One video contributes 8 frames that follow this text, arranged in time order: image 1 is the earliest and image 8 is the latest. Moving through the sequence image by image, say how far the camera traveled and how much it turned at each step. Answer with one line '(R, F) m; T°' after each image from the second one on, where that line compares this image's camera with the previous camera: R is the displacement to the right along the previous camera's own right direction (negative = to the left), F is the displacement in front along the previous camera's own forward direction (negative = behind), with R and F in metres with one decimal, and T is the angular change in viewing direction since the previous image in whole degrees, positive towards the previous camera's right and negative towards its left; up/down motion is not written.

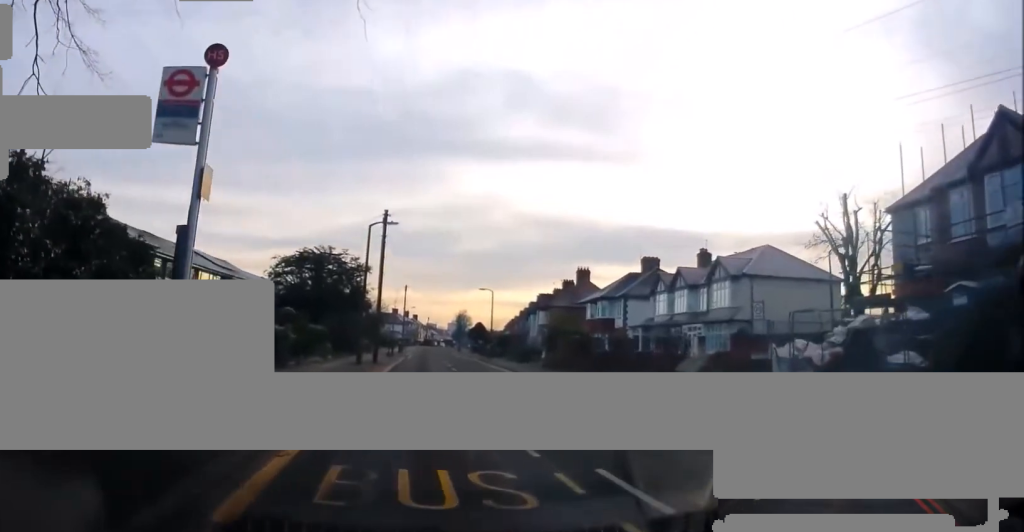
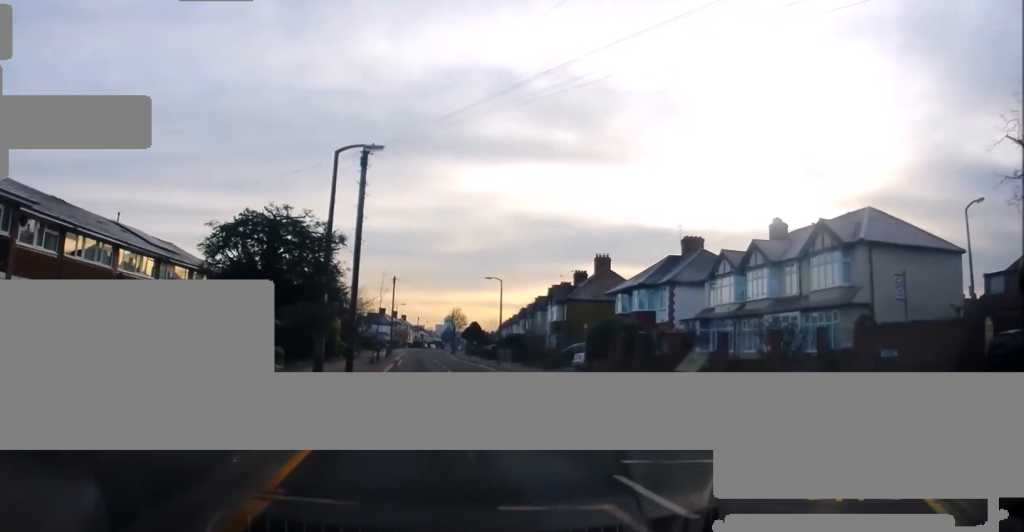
(-0.1, +11.1) m; -1°
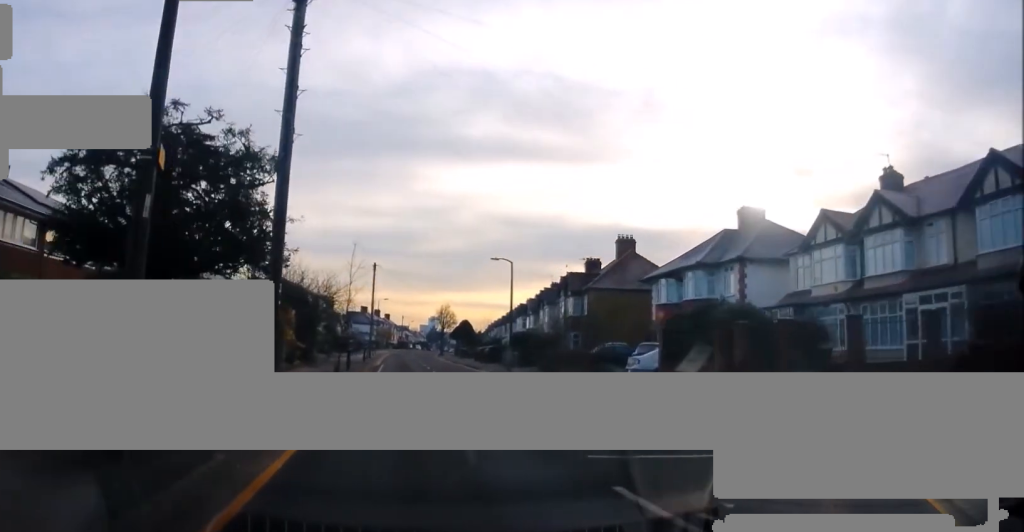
(+0.3, +11.3) m; +4°
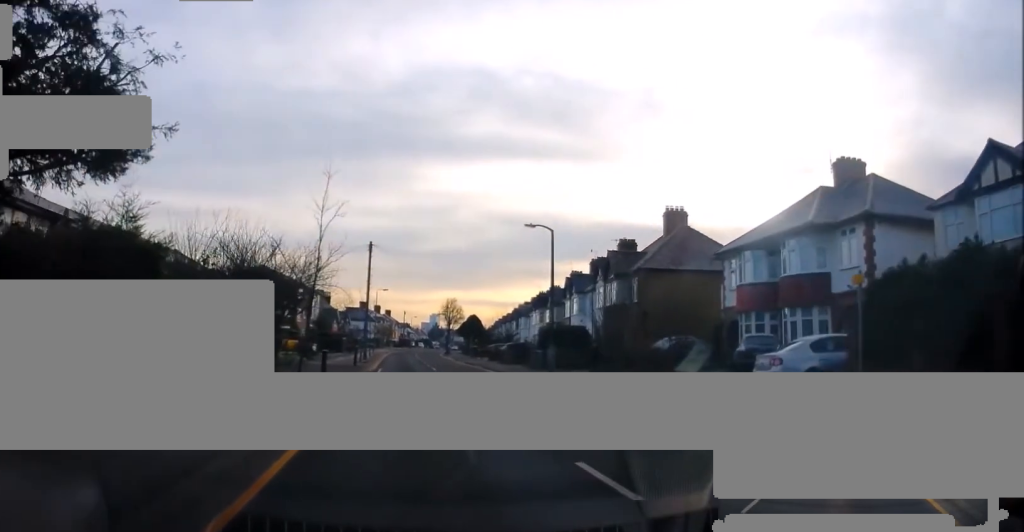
(+0.2, +9.8) m; +1°
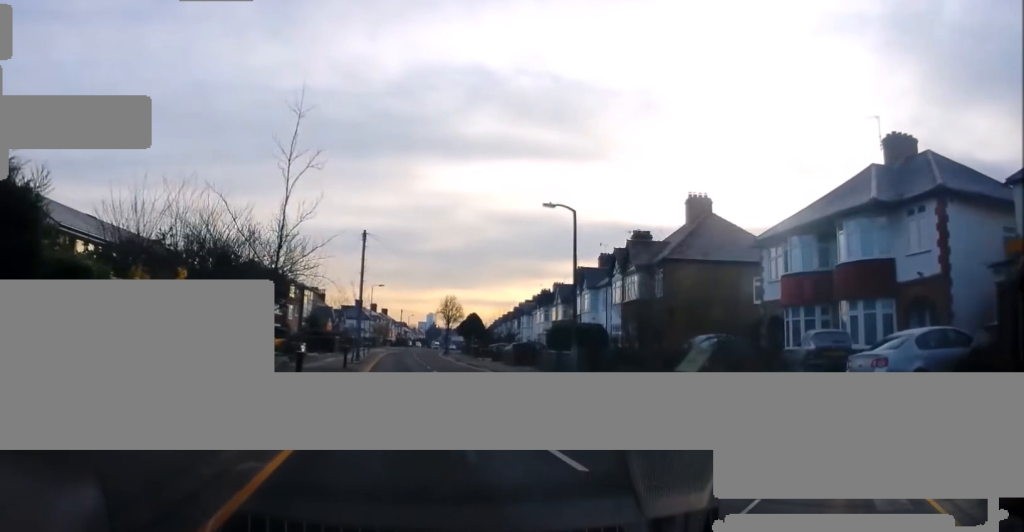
(0.0, +4.3) m; 0°
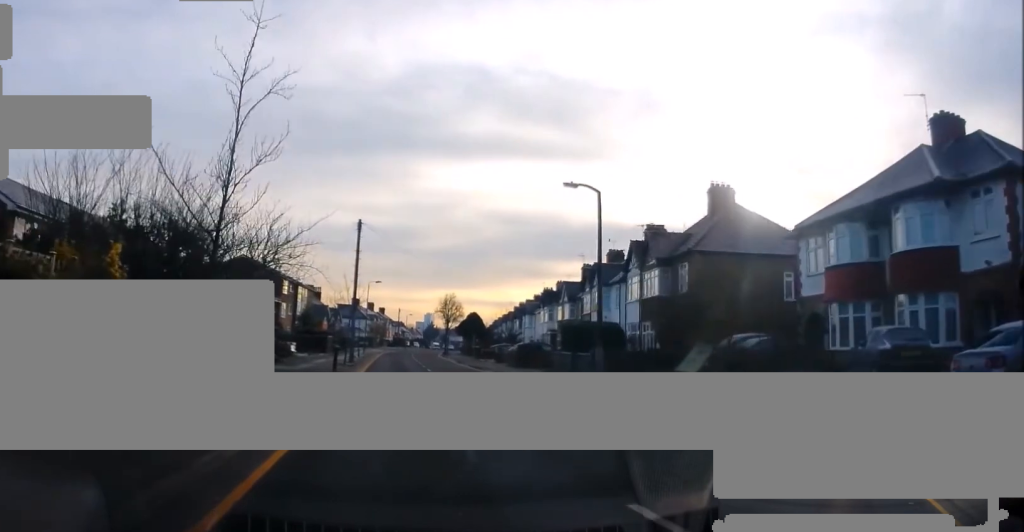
(0.0, +3.3) m; 0°
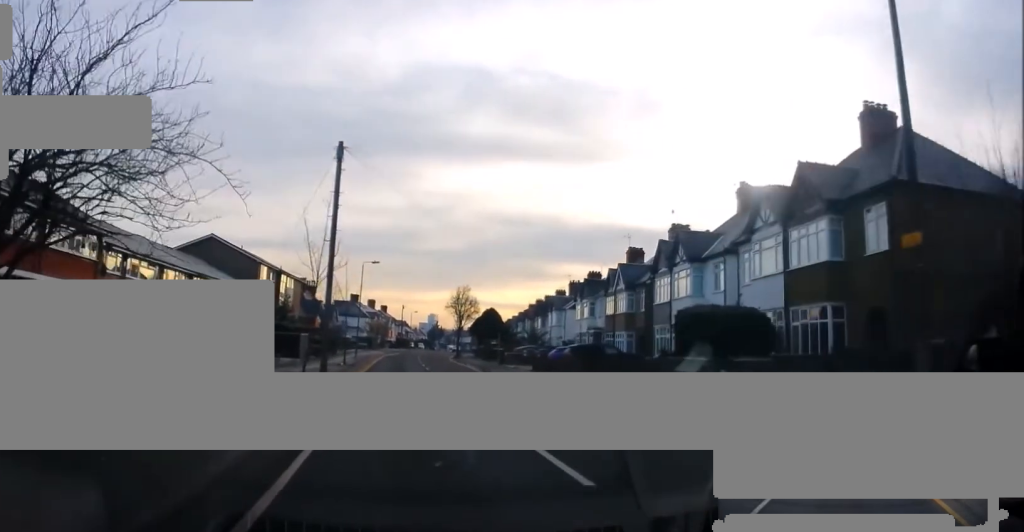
(-0.4, +13.8) m; -3°
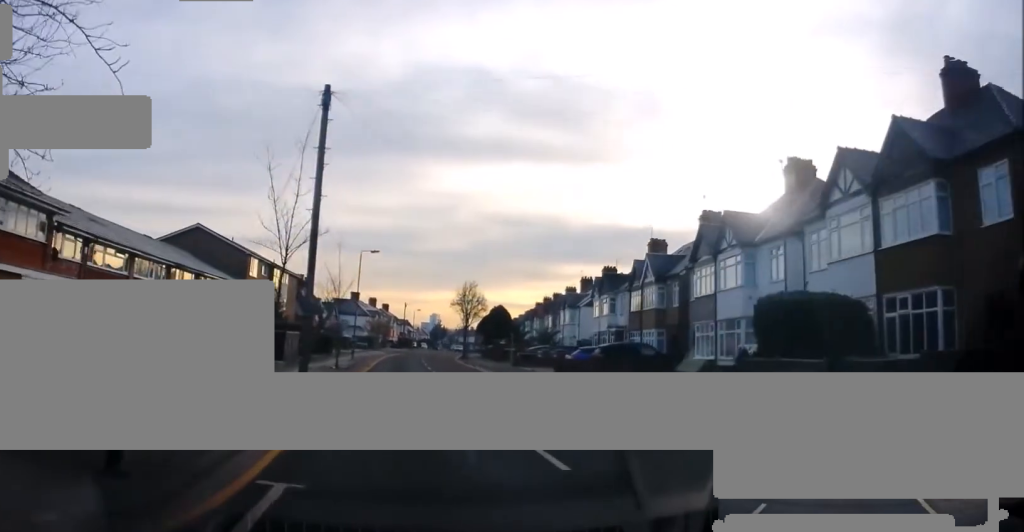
(-0.3, +4.8) m; 0°
